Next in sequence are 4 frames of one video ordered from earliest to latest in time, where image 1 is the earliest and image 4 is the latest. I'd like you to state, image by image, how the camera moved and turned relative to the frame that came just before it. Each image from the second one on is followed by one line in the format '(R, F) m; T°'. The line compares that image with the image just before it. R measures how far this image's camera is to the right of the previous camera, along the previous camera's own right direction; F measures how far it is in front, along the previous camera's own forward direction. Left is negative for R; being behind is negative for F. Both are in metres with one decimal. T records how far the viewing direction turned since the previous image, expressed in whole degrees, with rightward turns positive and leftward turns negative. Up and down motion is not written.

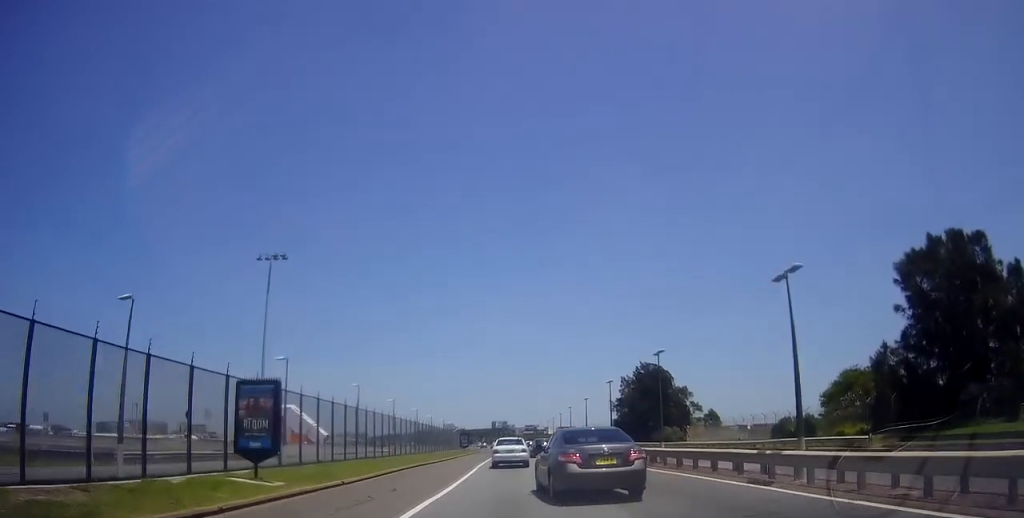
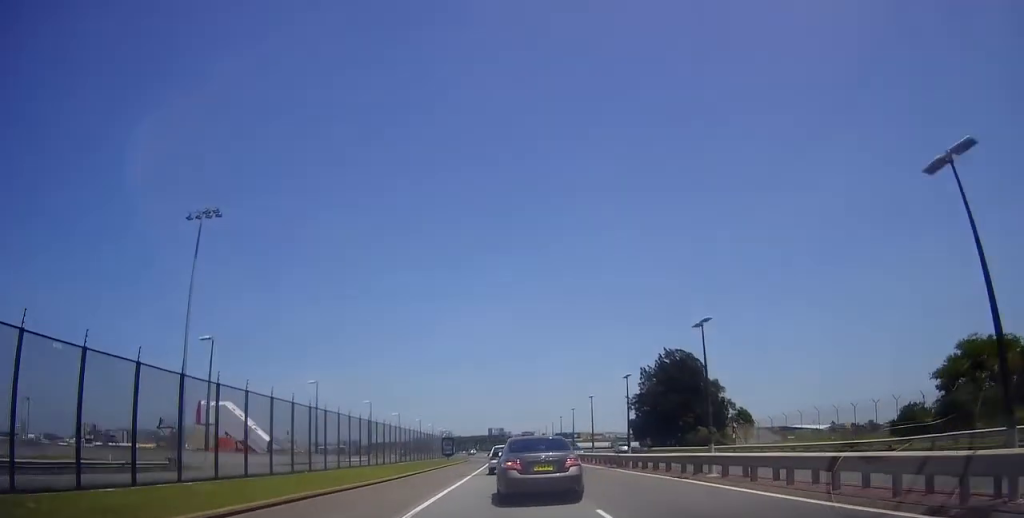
(0.0, +19.4) m; 0°
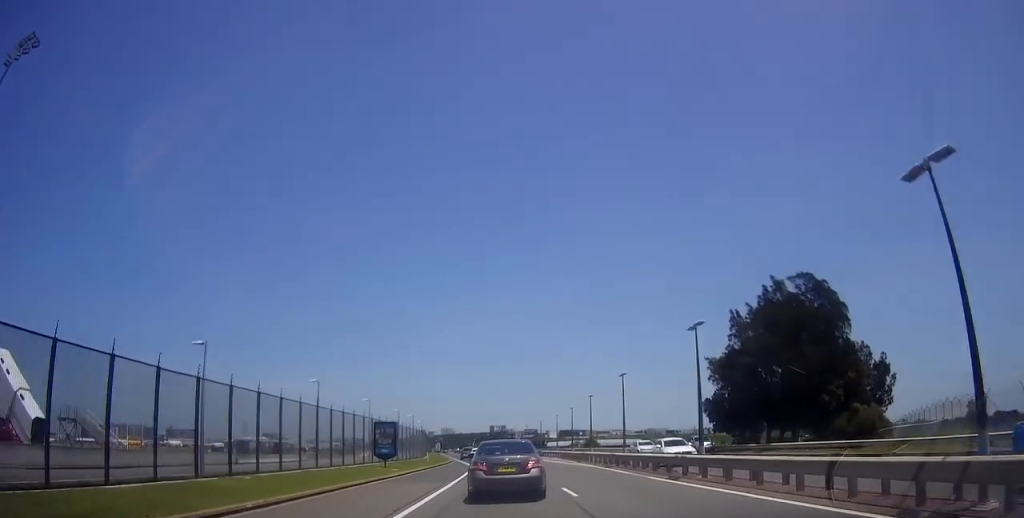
(0.0, +36.7) m; -1°
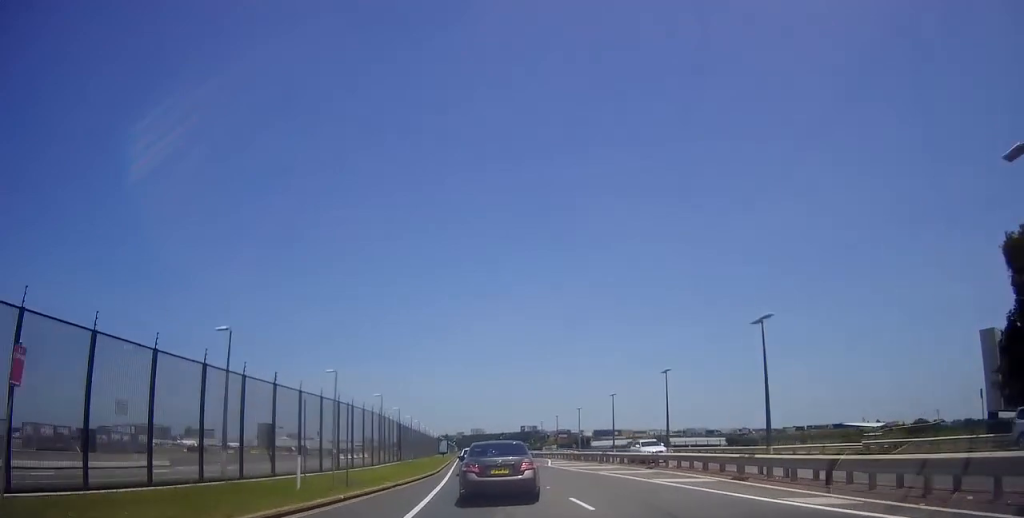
(-1.4, +38.4) m; -3°
